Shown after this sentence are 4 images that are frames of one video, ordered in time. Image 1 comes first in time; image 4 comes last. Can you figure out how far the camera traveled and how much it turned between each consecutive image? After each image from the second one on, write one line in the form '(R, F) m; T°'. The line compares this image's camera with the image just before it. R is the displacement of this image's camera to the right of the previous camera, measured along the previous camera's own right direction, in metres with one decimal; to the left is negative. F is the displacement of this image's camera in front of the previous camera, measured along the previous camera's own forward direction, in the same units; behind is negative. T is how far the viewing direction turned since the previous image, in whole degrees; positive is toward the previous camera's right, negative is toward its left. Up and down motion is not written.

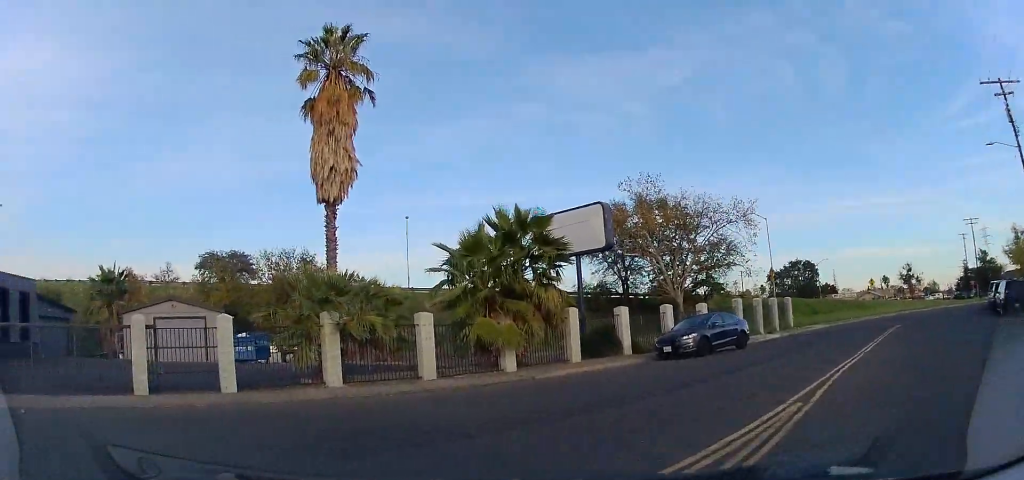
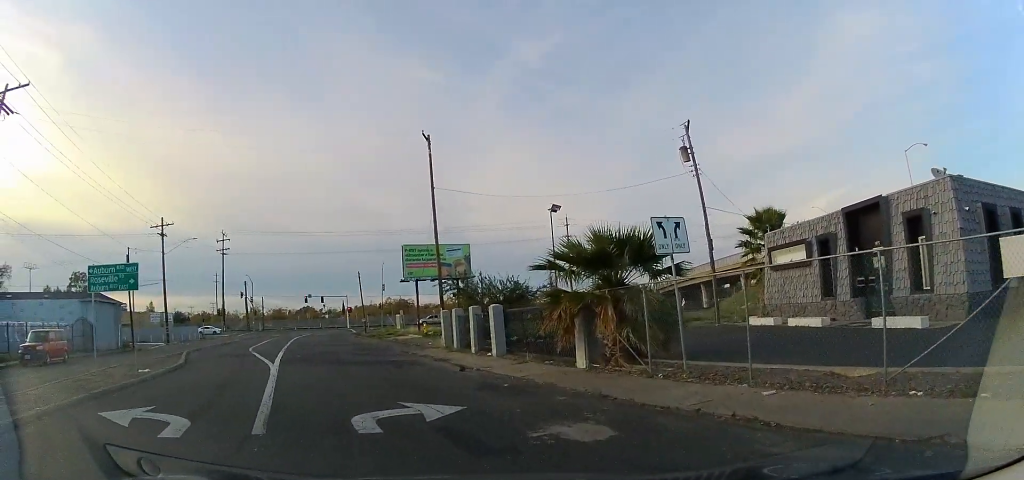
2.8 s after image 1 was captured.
(-6.0, +4.8) m; -108°
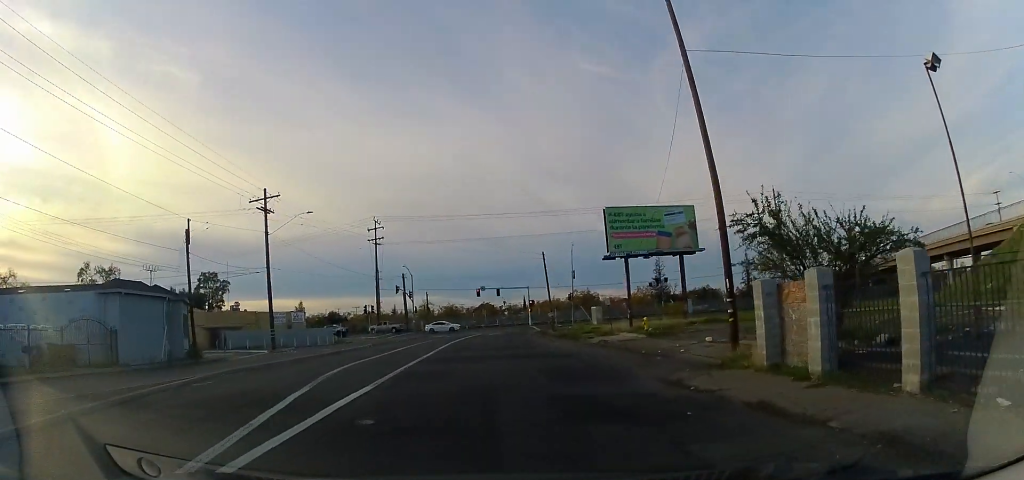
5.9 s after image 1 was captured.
(-4.3, +15.7) m; -17°
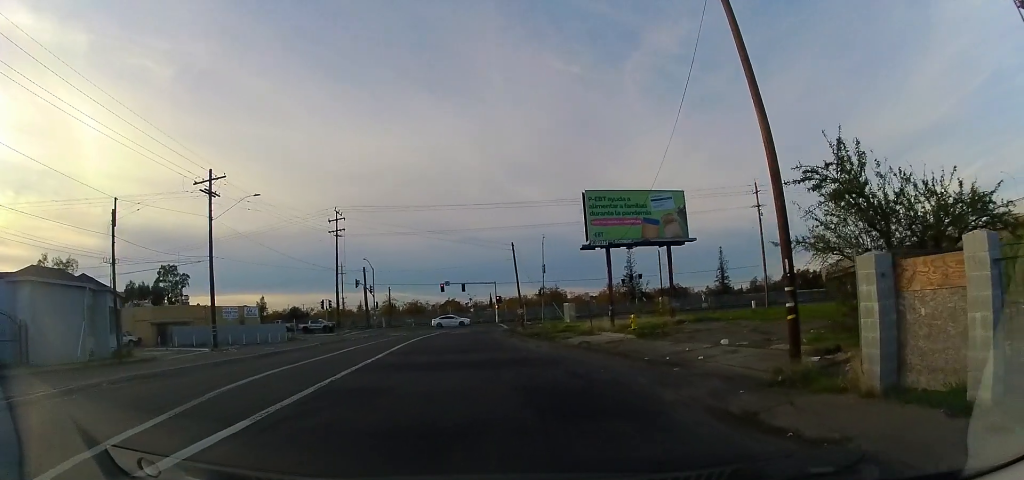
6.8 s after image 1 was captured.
(+0.4, +4.7) m; +5°
